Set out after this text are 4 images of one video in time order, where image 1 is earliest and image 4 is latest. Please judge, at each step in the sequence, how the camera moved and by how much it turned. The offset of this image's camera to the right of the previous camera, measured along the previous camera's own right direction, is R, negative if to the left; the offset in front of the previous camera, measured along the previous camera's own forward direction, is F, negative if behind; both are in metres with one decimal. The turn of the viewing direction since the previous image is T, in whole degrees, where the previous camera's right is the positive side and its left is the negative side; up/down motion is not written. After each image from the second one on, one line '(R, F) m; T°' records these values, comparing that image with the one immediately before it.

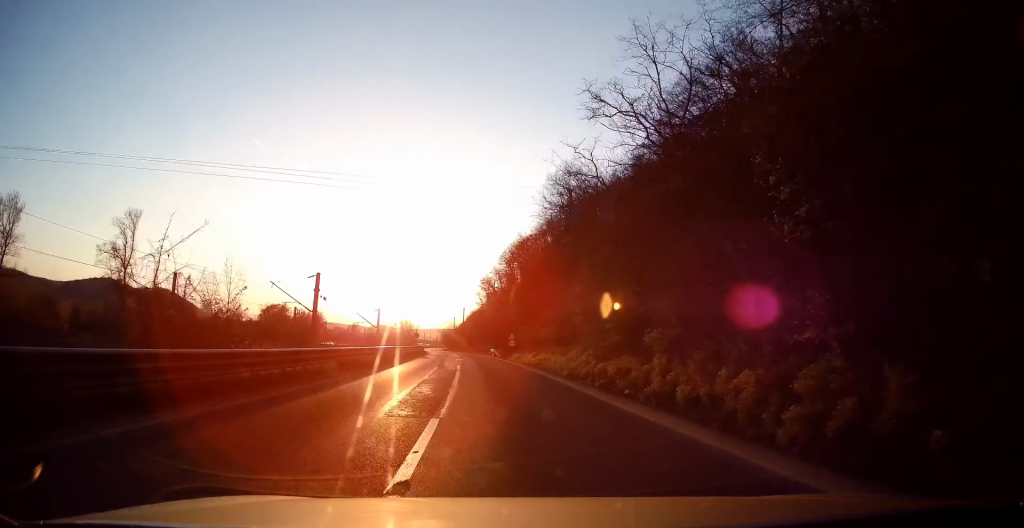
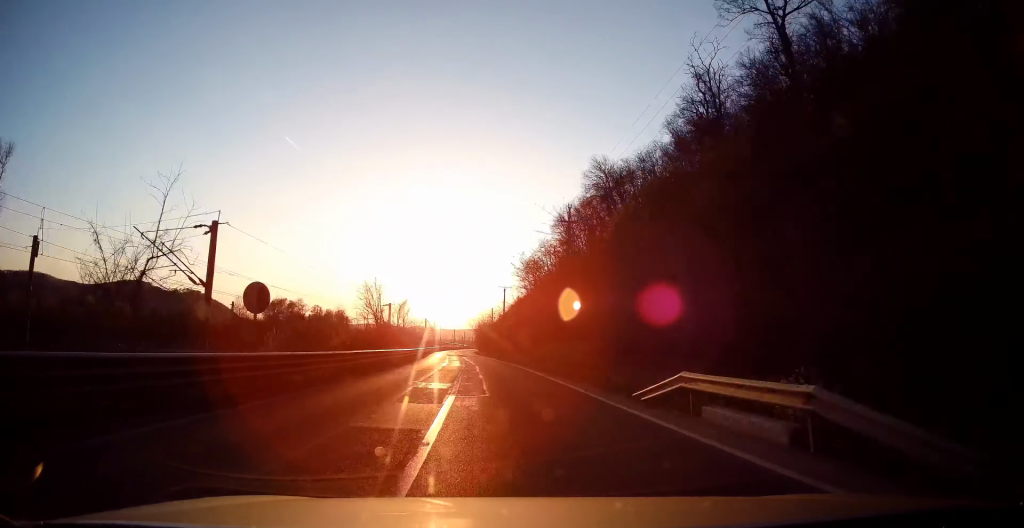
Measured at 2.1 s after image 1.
(-2.8, +57.5) m; -5°
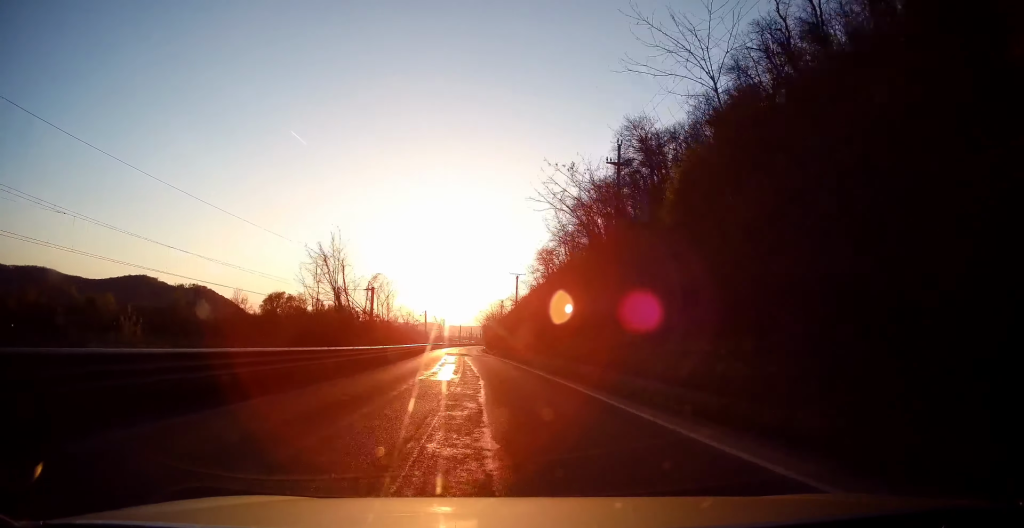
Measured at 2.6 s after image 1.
(-0.3, +15.8) m; -1°
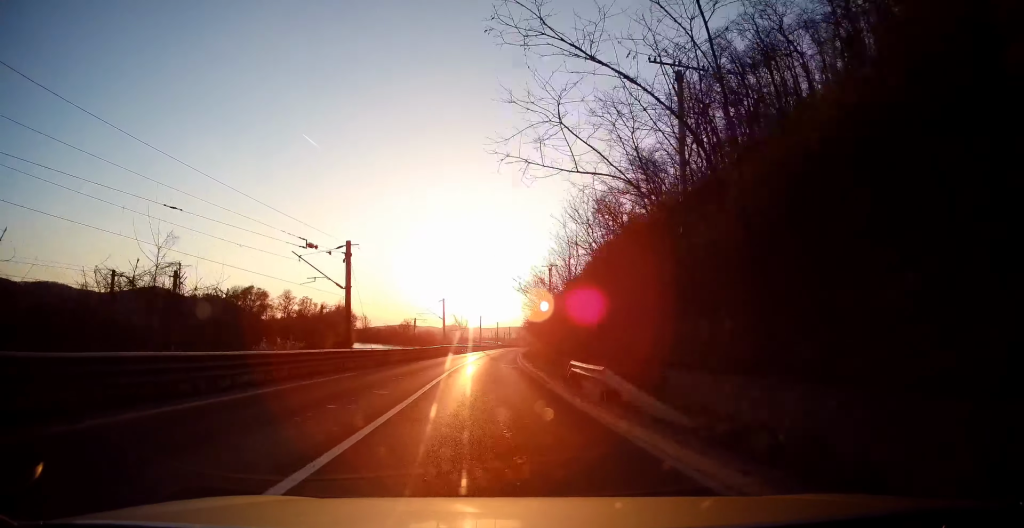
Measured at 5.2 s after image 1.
(-1.8, +71.8) m; -3°
